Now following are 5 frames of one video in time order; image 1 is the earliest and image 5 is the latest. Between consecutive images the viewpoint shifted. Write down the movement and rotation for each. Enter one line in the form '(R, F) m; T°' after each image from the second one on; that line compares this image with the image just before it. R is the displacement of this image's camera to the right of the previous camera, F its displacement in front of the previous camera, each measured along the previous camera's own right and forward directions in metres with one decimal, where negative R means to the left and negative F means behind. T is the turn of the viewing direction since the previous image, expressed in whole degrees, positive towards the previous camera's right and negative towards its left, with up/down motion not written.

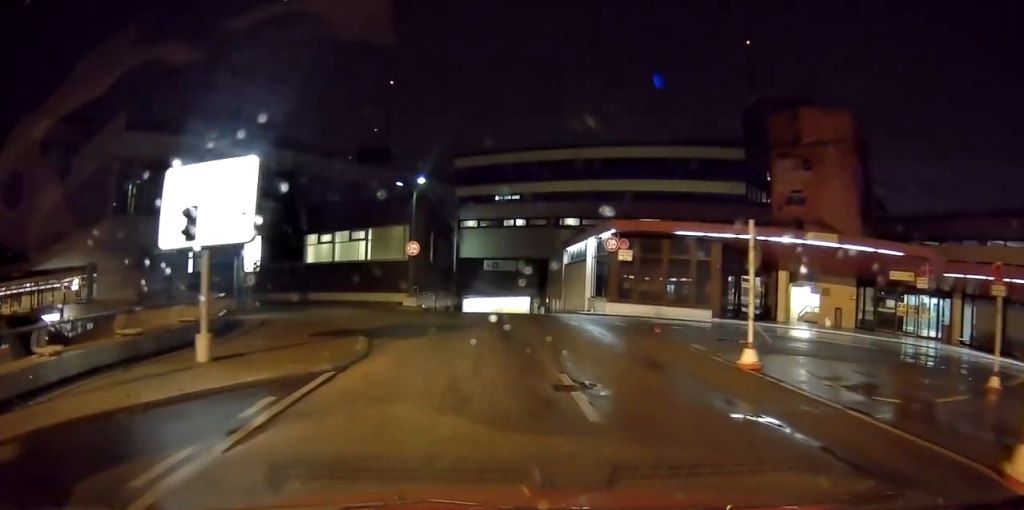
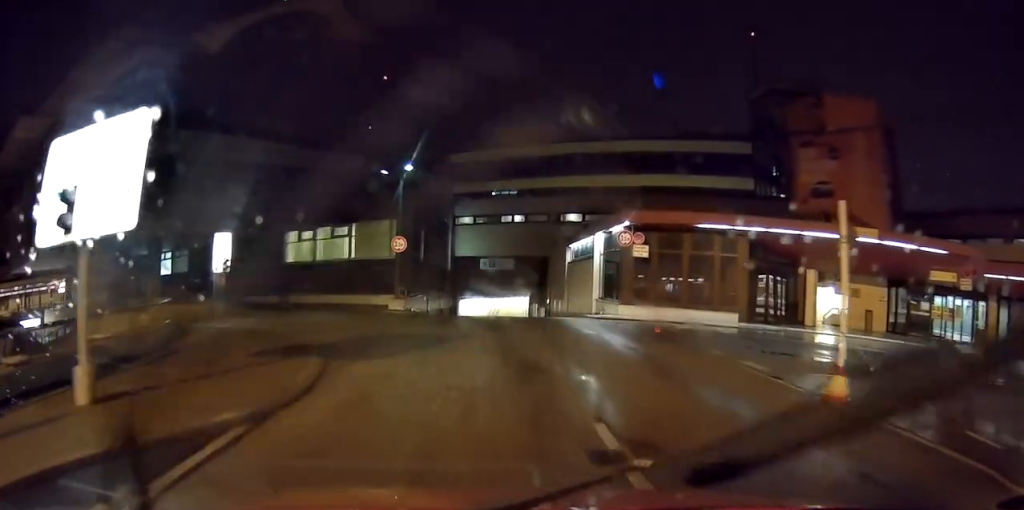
(-0.3, +3.2) m; 0°
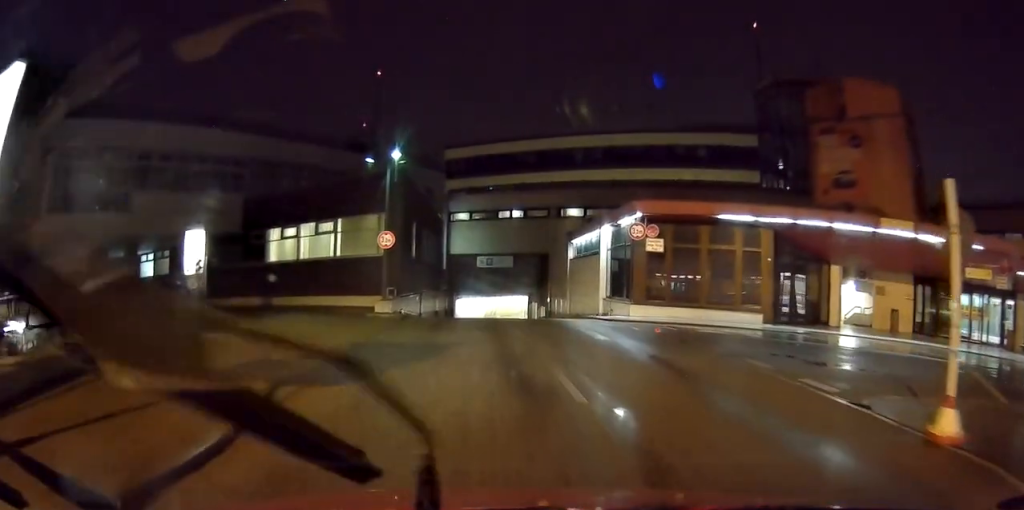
(-0.2, +2.4) m; 0°
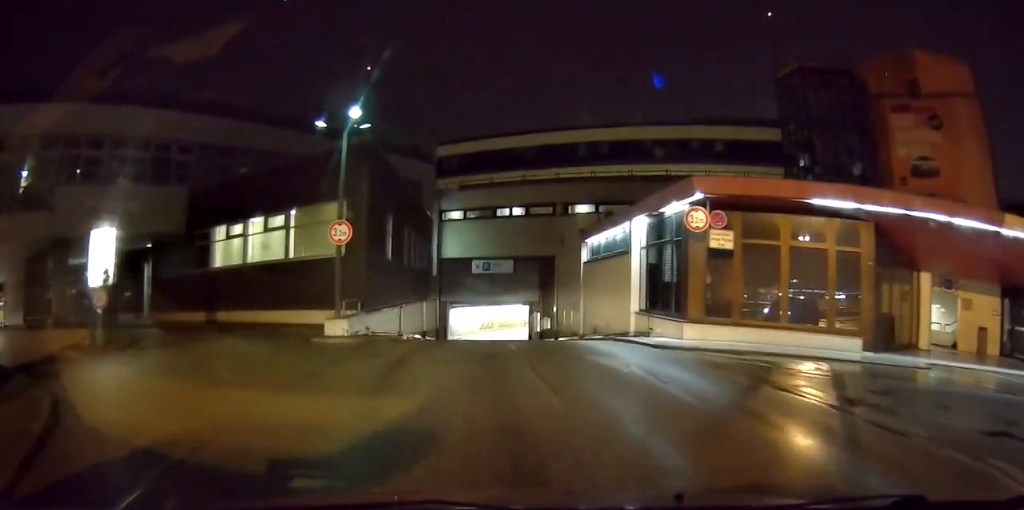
(0.0, +6.5) m; -8°
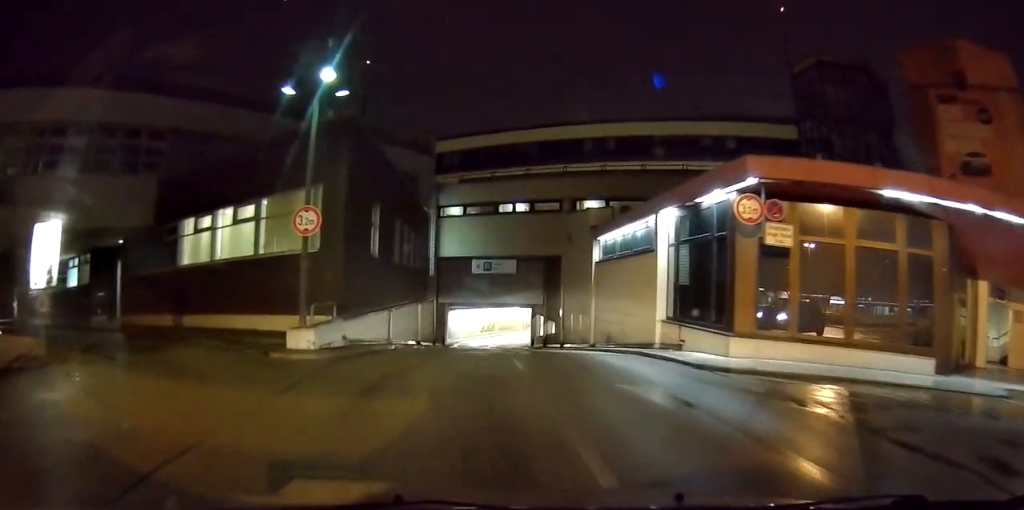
(-0.5, +3.0) m; -4°
